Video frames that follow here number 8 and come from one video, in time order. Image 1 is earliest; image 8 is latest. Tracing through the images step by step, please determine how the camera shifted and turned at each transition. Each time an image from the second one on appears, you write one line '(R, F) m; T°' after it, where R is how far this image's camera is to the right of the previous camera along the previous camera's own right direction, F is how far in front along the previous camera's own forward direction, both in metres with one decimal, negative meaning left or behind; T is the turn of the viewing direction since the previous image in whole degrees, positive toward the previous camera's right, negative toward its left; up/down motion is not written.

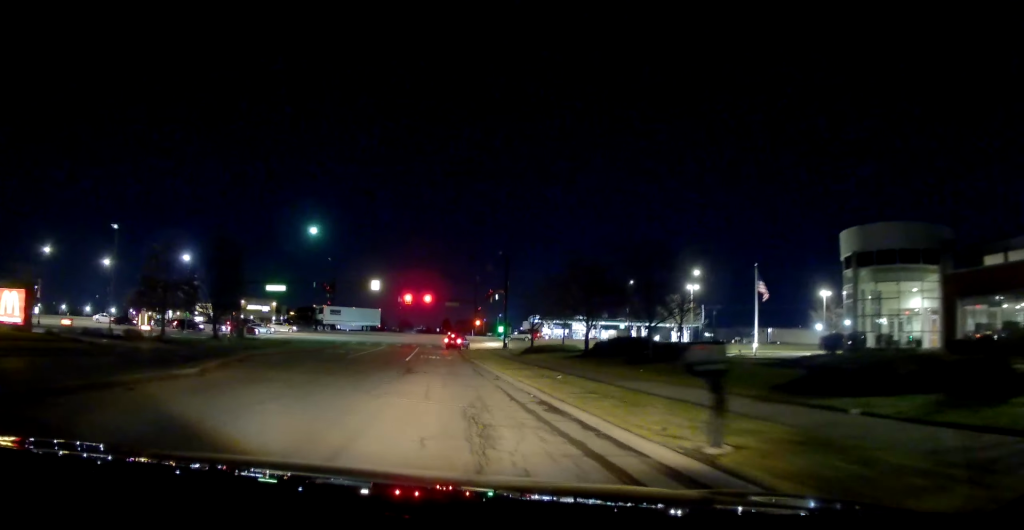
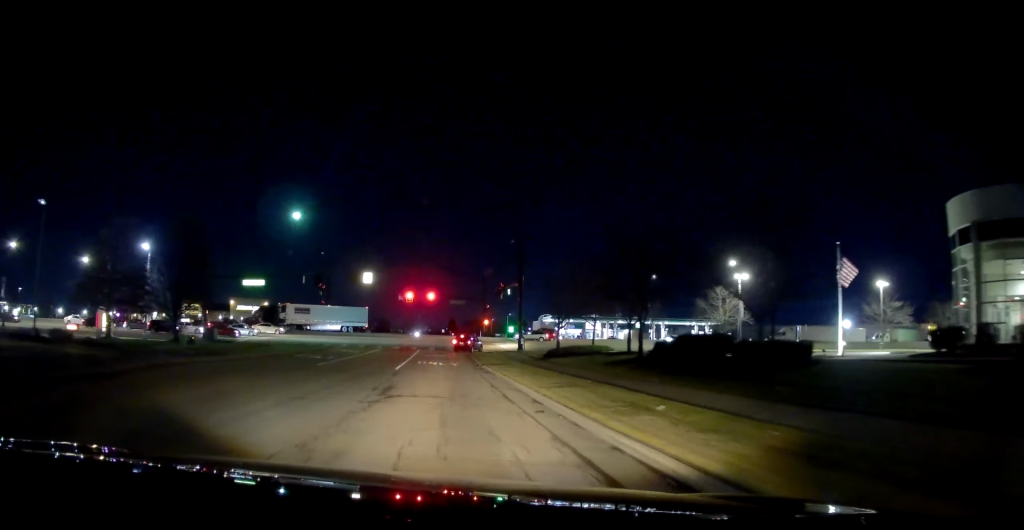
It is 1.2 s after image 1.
(-0.6, +10.2) m; +1°
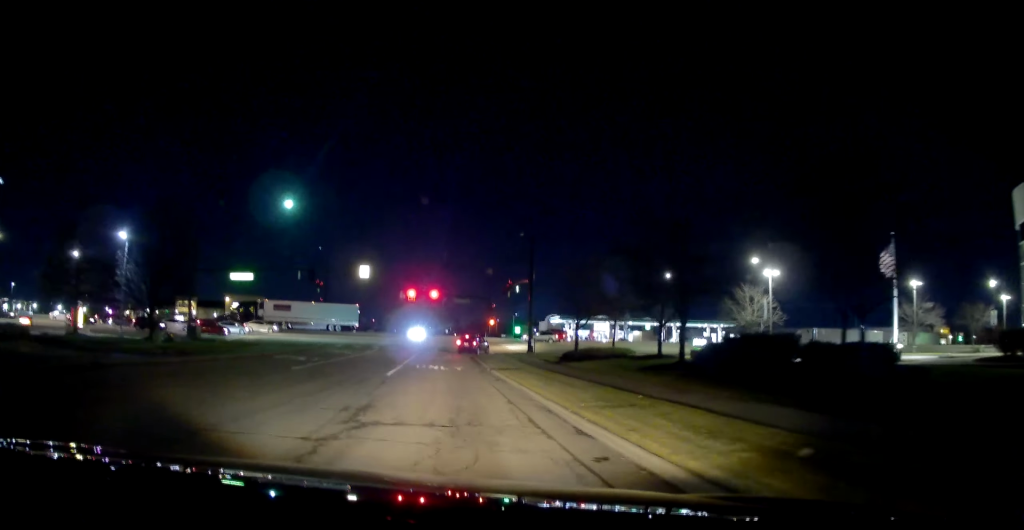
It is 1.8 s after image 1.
(+0.5, +5.1) m; +1°
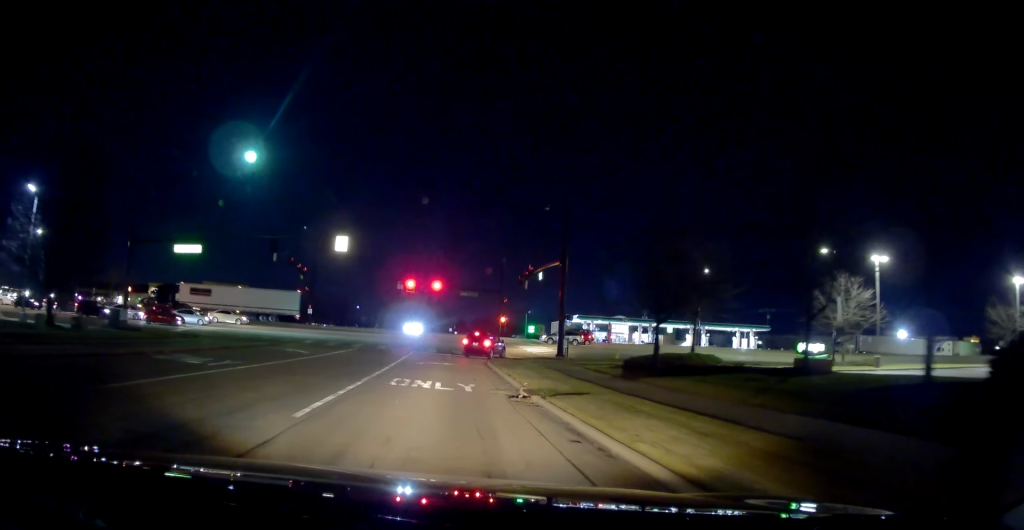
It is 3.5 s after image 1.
(-0.9, +13.9) m; -1°
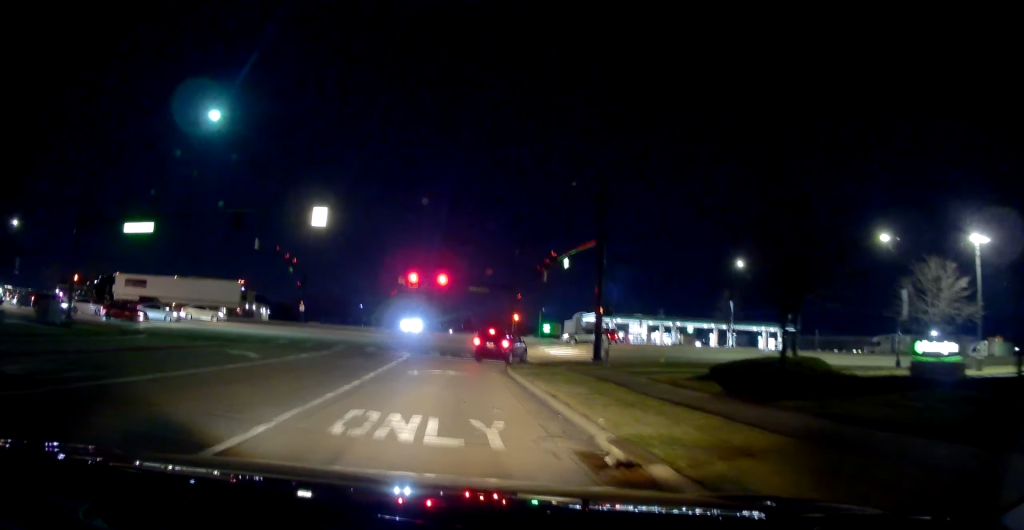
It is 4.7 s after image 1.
(+0.5, +8.6) m; +2°
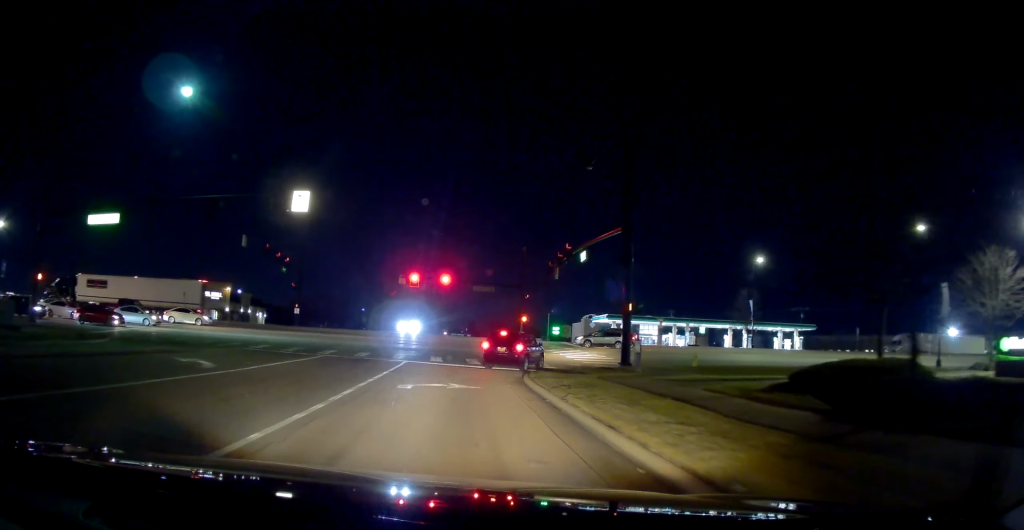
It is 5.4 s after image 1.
(-0.1, +4.4) m; -1°
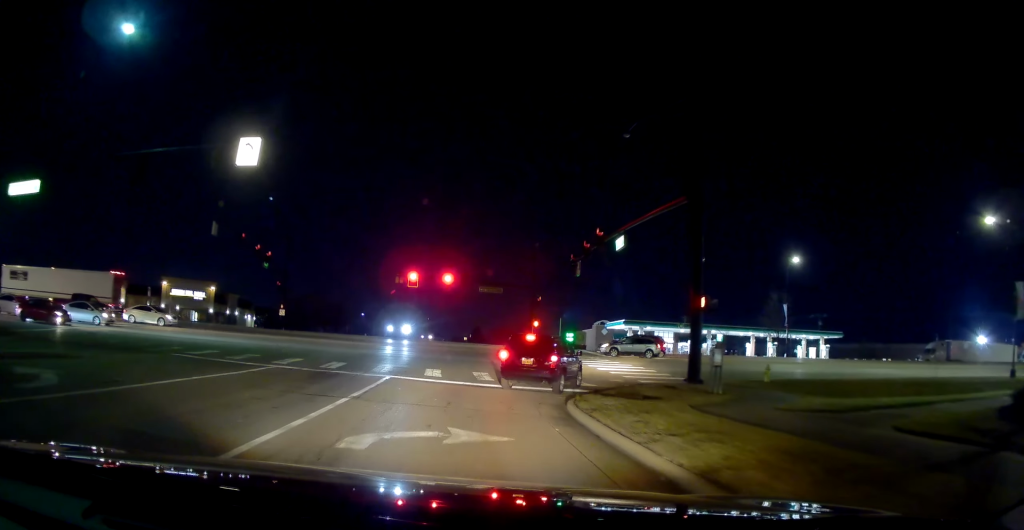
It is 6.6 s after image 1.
(-0.1, +7.5) m; +2°
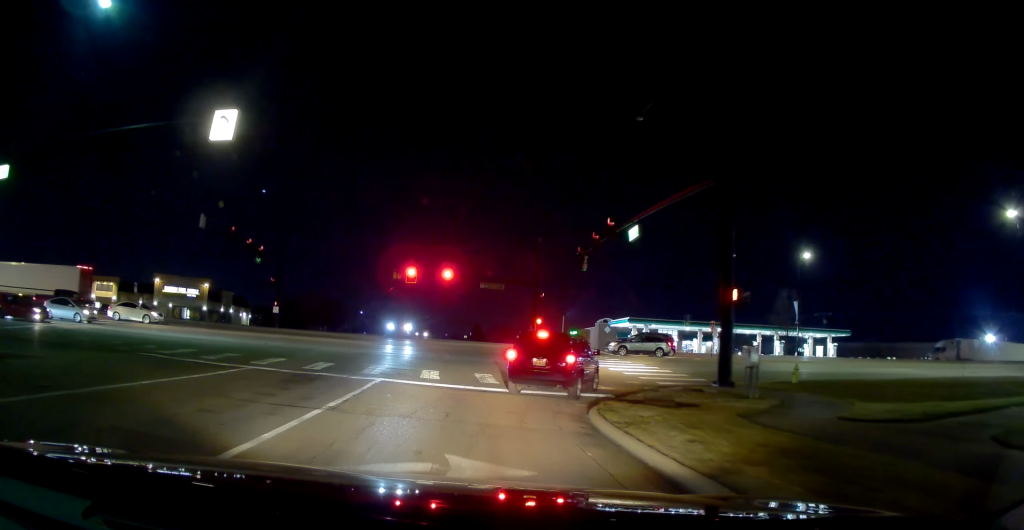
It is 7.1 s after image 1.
(0.0, +2.3) m; -1°
